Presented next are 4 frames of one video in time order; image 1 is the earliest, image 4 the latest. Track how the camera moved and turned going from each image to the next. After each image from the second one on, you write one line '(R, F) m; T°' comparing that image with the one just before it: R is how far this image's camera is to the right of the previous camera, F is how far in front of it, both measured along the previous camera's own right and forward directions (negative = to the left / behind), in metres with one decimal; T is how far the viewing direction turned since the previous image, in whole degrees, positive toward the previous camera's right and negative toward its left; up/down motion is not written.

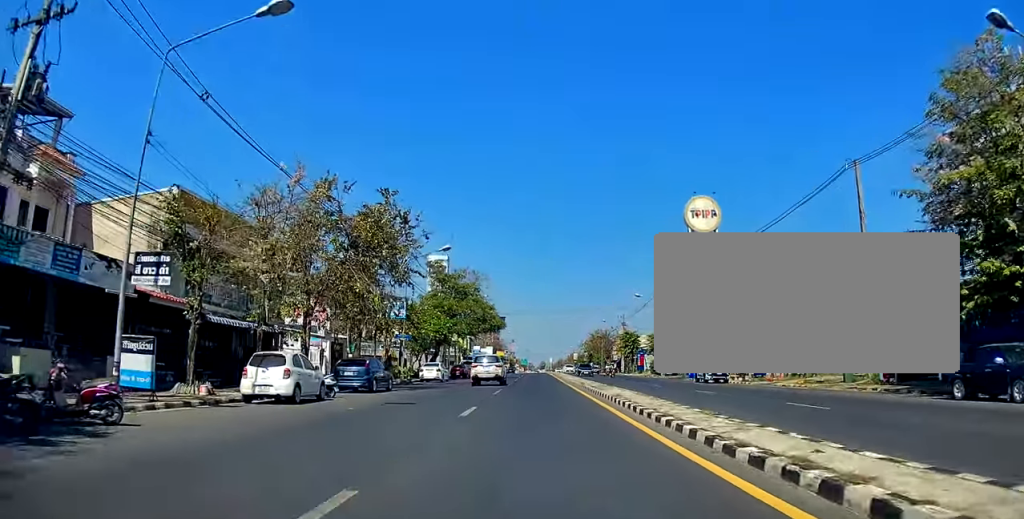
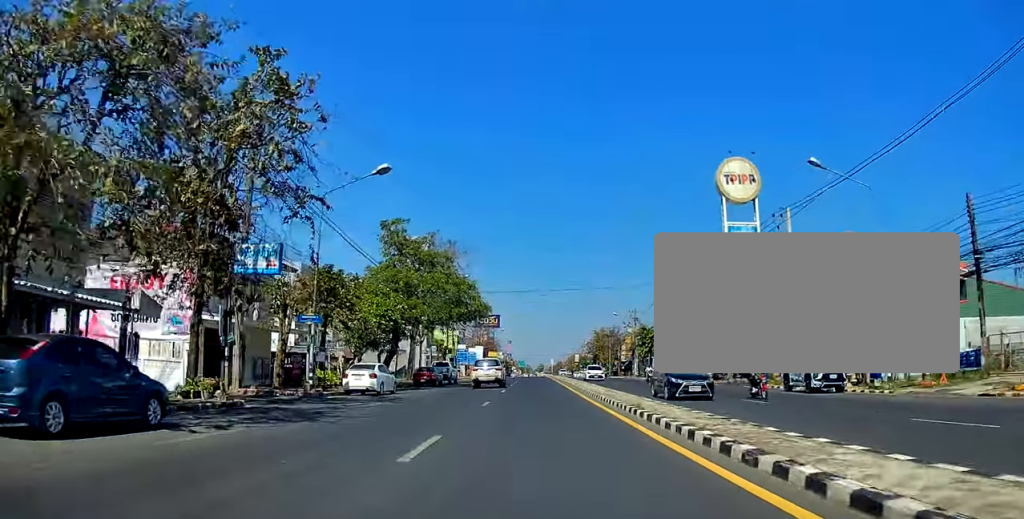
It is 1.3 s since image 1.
(0.0, +18.8) m; 0°
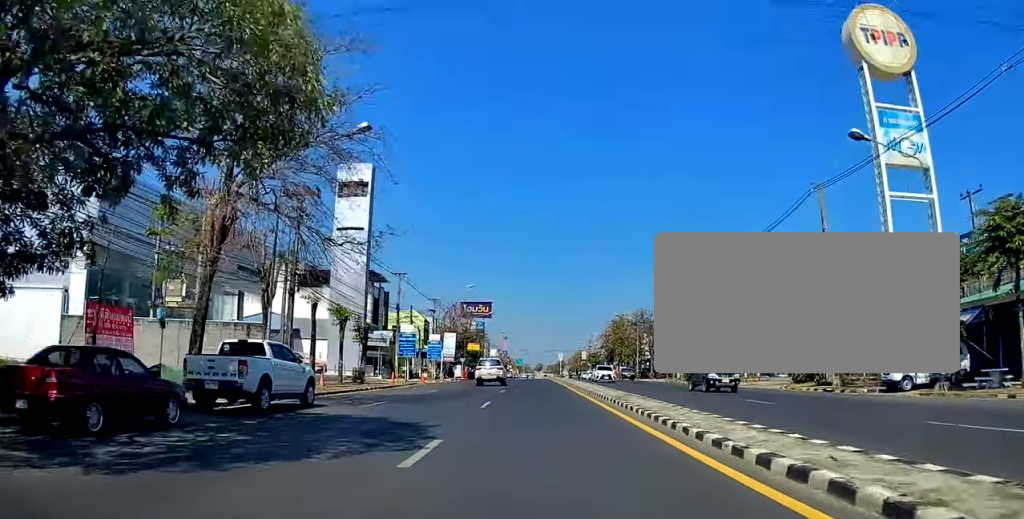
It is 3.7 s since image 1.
(+1.2, +37.0) m; +2°
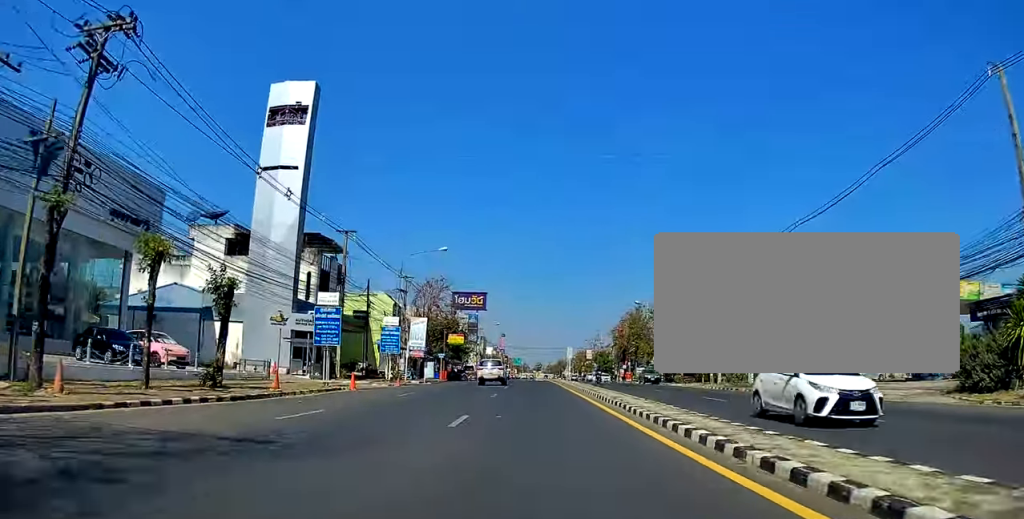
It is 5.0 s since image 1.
(-0.3, +19.6) m; 0°
